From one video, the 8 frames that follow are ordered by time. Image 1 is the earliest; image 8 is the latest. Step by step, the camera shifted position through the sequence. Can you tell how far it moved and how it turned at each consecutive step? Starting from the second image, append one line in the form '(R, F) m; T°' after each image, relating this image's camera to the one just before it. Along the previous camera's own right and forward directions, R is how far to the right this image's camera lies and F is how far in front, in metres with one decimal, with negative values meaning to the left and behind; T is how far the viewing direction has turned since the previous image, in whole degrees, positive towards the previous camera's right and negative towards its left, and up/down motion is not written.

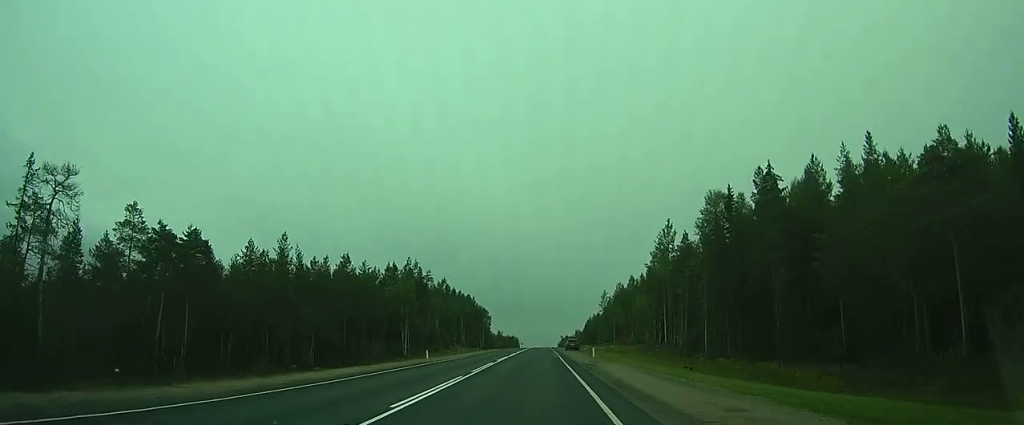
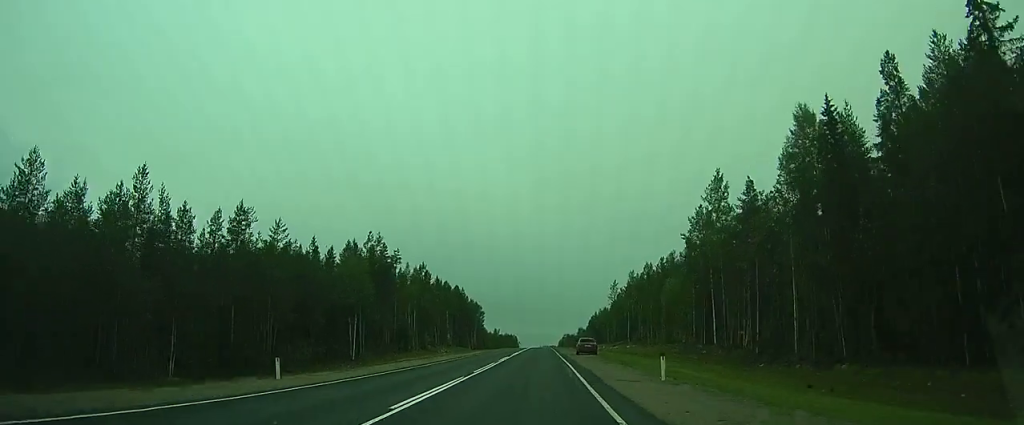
(0.0, +26.8) m; 0°
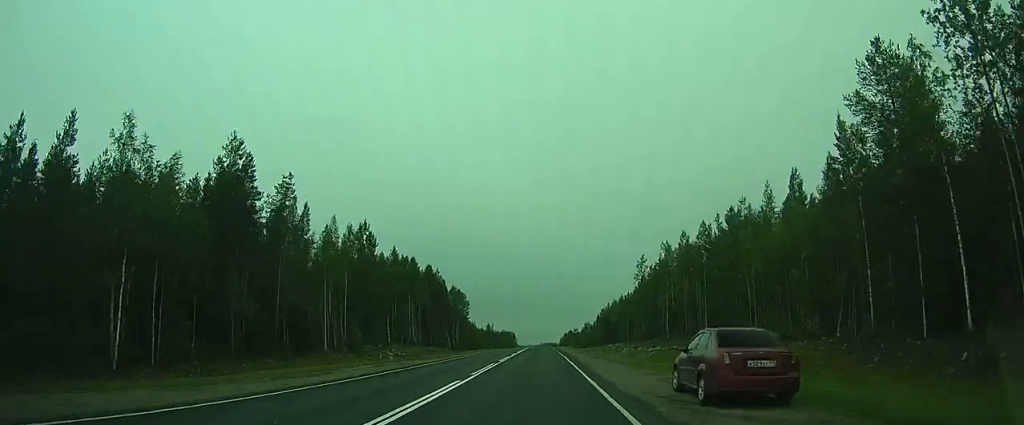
(0.0, +41.2) m; 0°
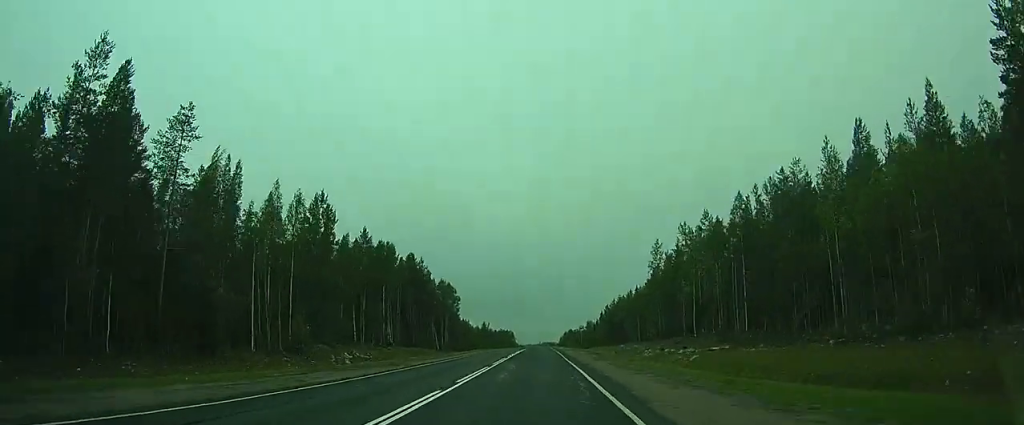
(0.0, +16.1) m; 0°
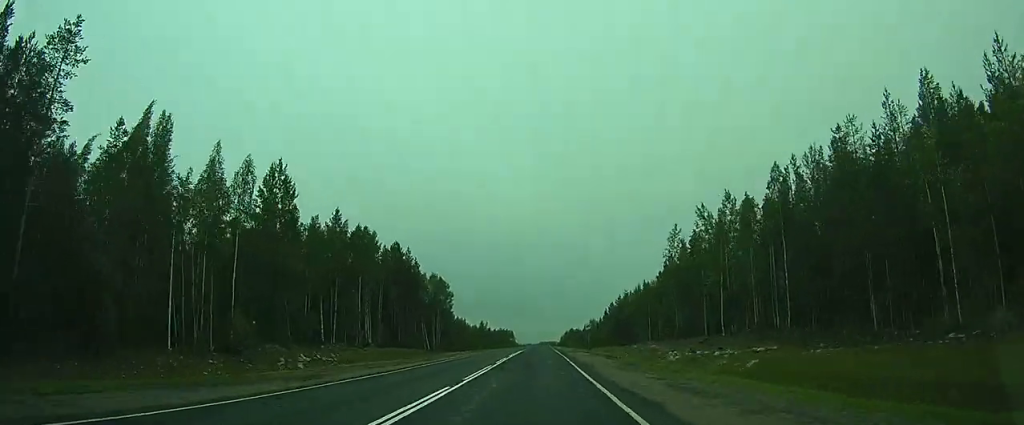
(0.0, +11.1) m; 0°
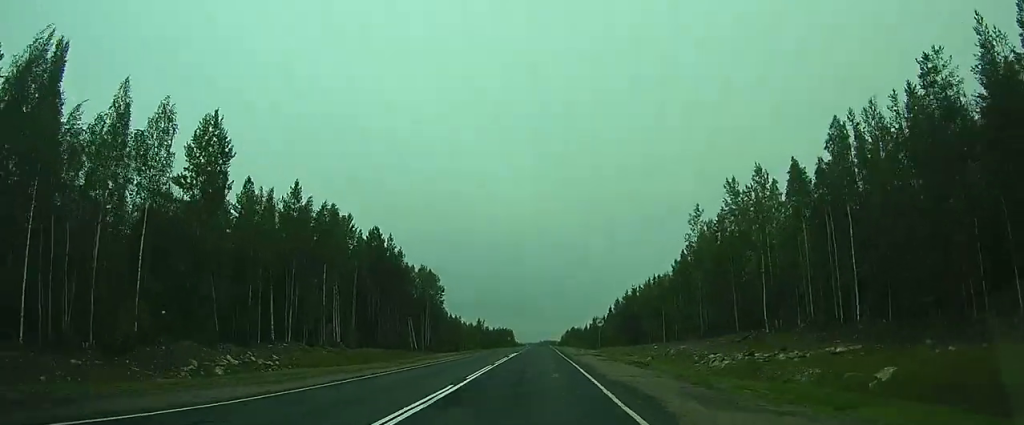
(0.0, +11.7) m; 0°
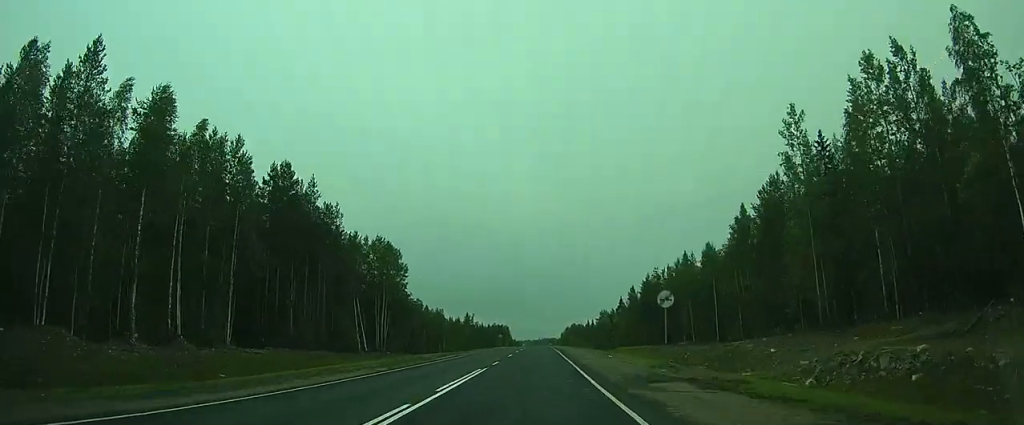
(0.0, +28.0) m; 0°
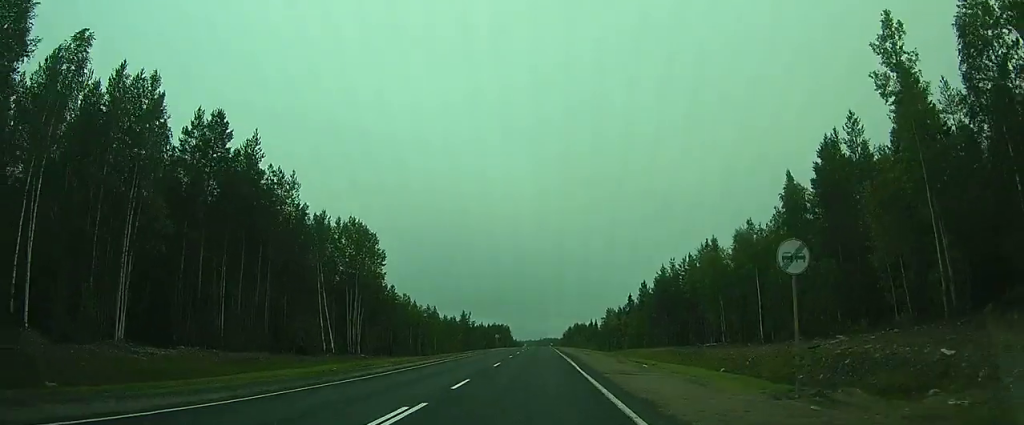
(-0.1, +11.5) m; +2°
